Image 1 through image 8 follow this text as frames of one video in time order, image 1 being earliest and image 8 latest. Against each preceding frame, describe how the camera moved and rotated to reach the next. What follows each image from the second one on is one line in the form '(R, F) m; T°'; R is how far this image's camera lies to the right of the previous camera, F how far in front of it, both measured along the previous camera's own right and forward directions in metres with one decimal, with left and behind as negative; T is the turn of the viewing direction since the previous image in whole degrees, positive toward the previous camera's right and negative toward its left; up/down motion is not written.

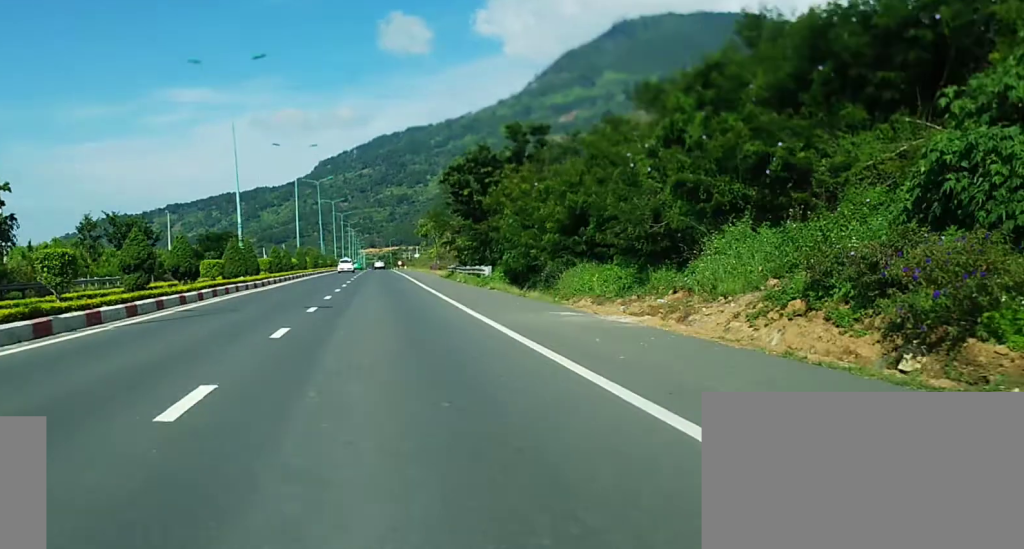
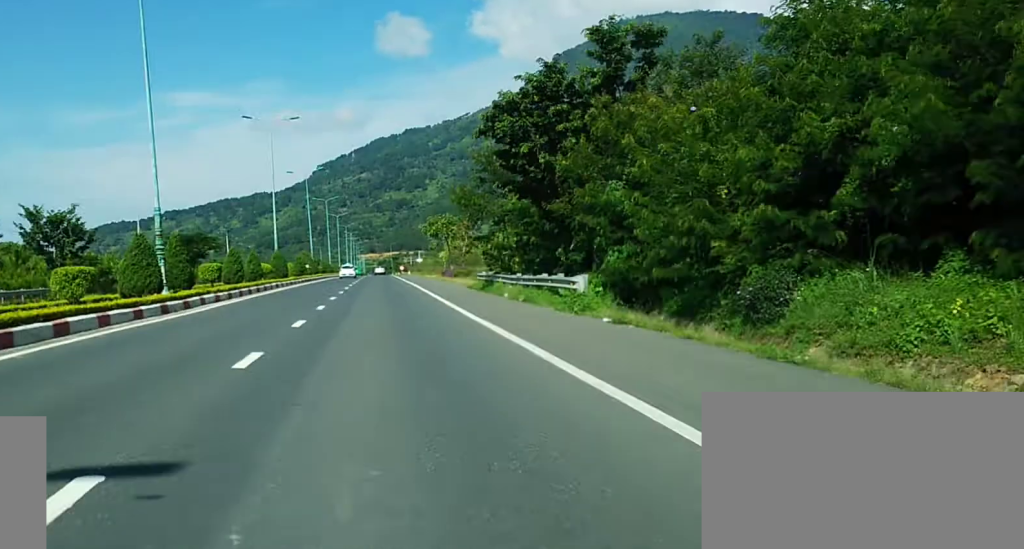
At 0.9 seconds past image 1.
(0.0, +20.3) m; 0°
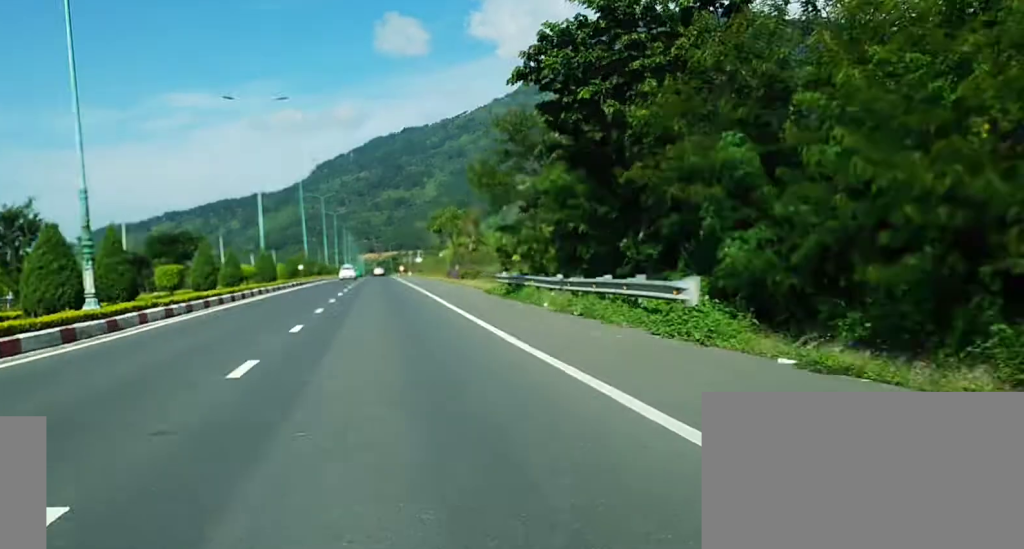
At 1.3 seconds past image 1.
(0.0, +8.7) m; 0°
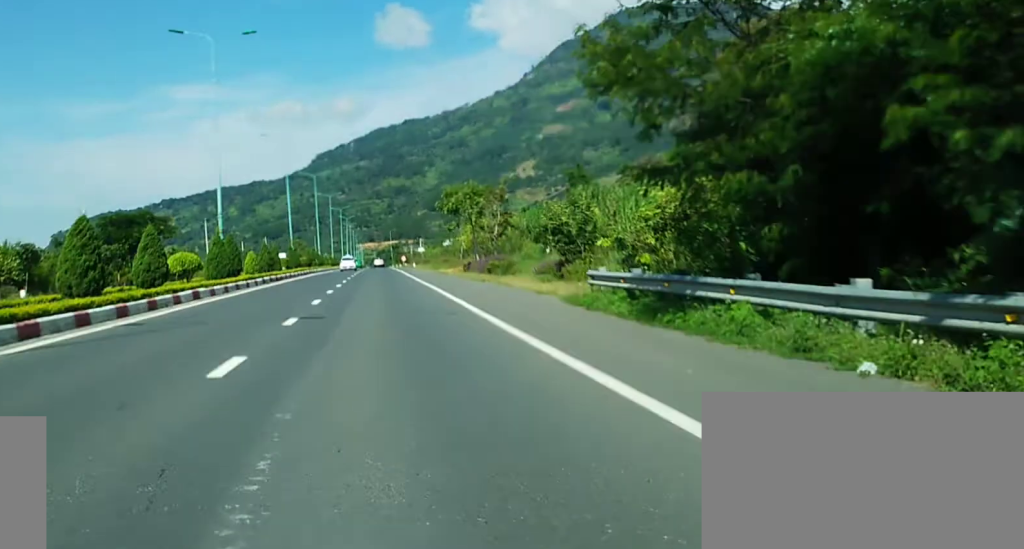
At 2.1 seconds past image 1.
(0.0, +17.2) m; -1°
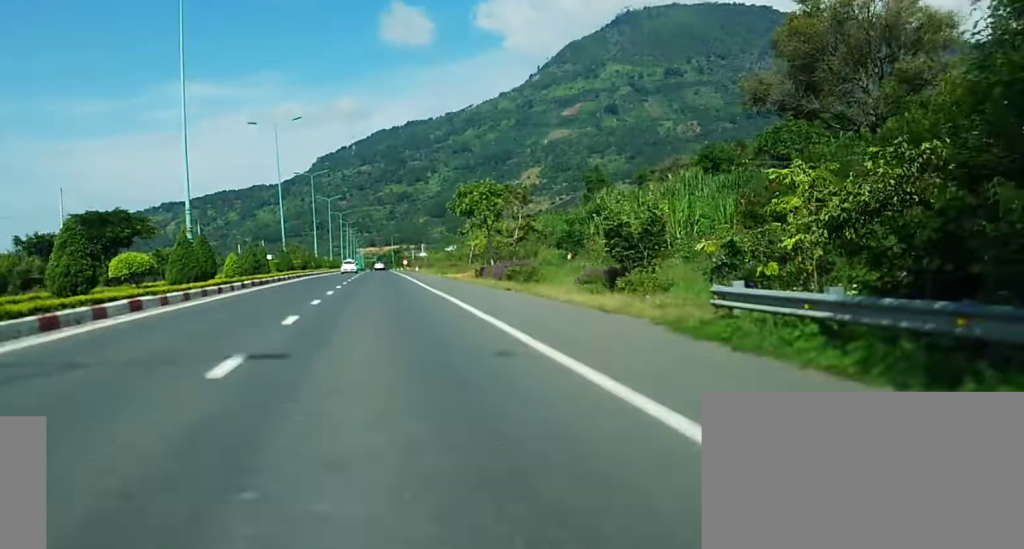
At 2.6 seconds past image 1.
(0.0, +8.6) m; 0°
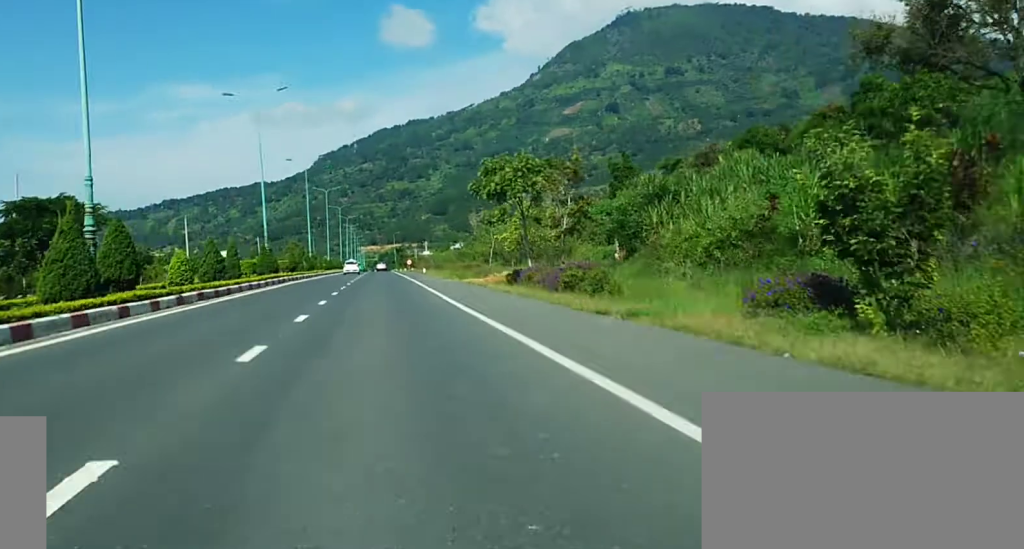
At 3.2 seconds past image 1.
(-0.2, +14.3) m; 0°
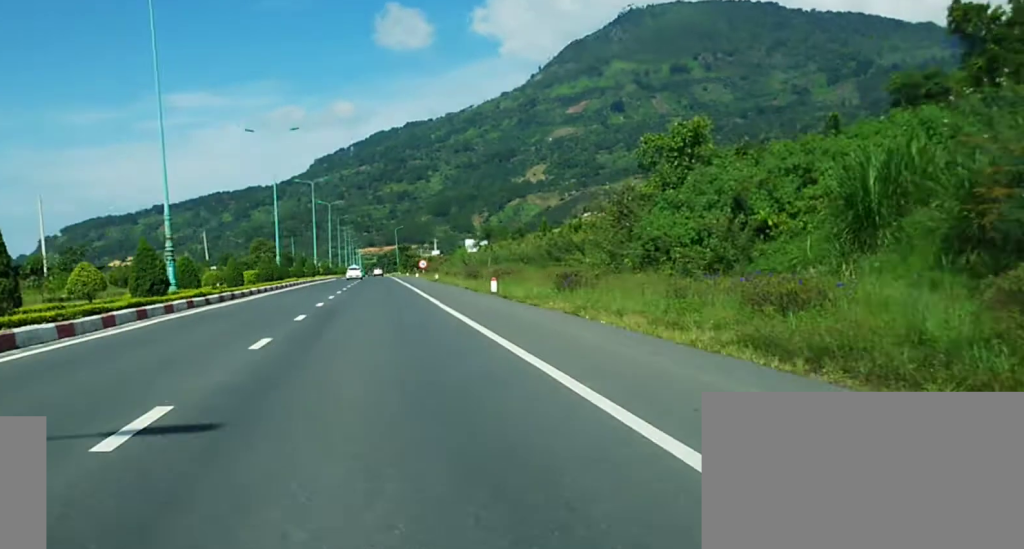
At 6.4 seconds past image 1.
(+1.1, +68.3) m; +1°
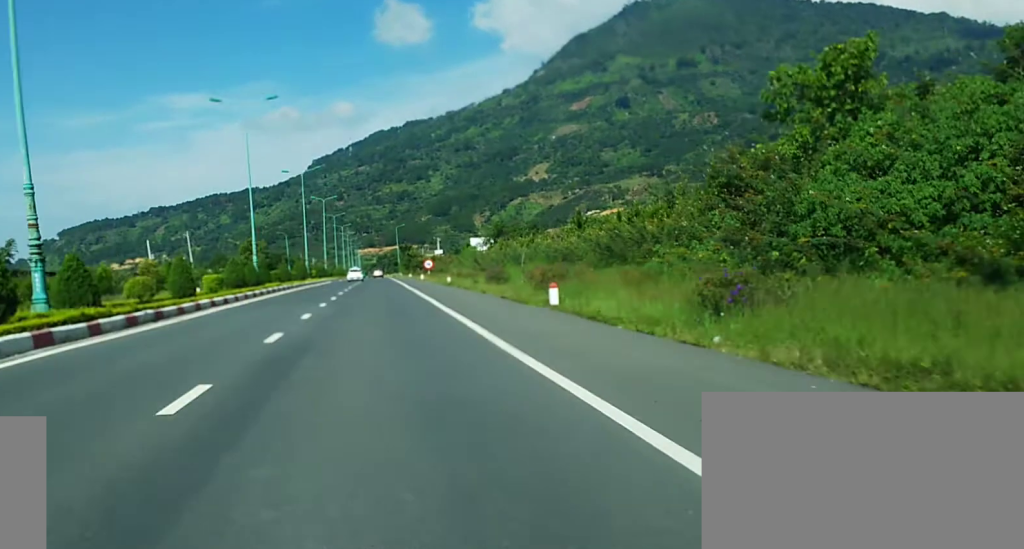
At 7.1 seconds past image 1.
(-0.2, +14.1) m; 0°
